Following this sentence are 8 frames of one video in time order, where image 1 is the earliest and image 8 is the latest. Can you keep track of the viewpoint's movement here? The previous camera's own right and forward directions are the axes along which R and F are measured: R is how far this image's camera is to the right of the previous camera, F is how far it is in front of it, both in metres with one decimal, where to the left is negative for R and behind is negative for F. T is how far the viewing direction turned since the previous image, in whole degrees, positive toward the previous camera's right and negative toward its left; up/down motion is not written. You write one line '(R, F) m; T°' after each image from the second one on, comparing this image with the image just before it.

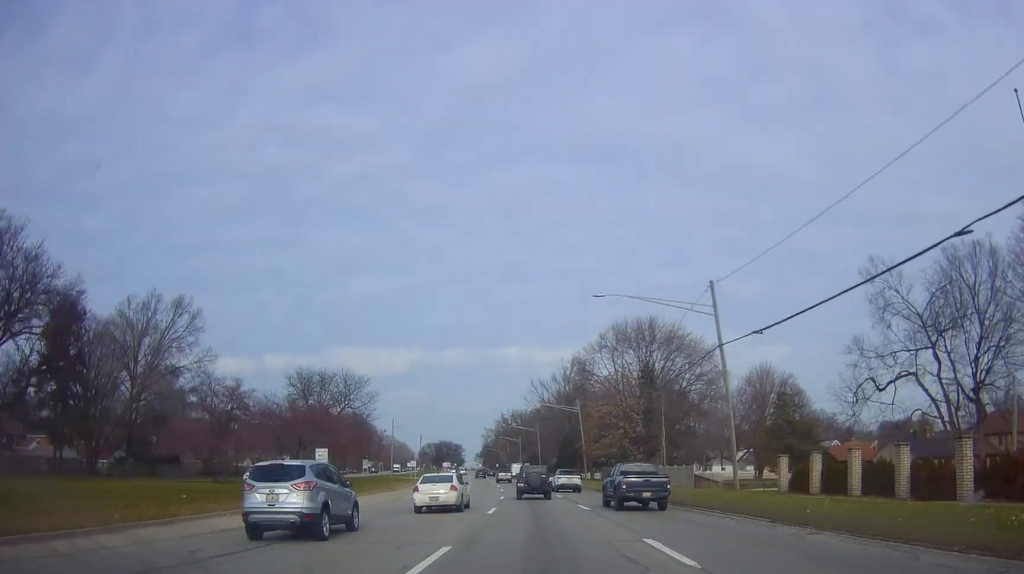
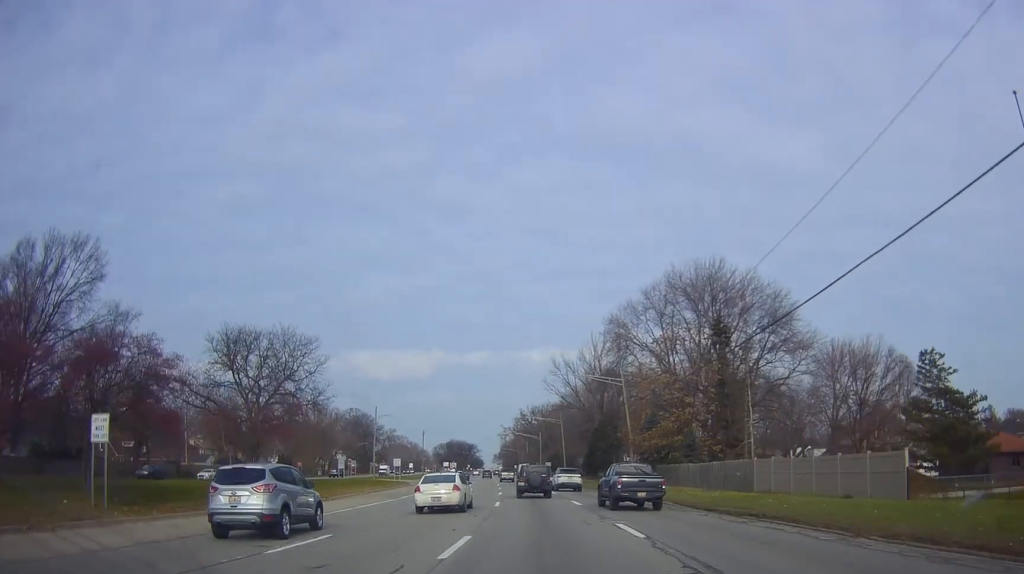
(-1.2, +26.8) m; -5°
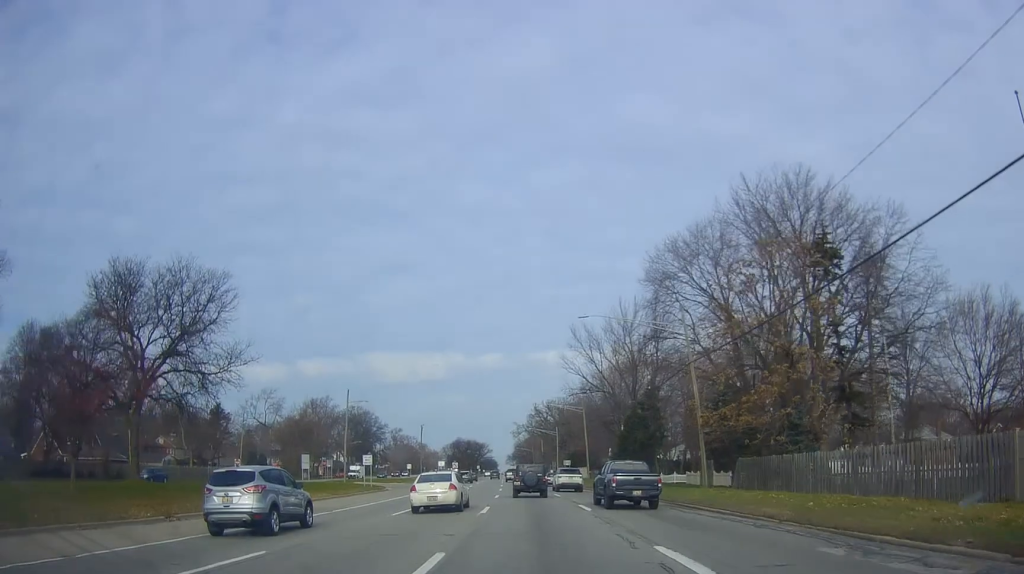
(-0.3, +20.9) m; -1°
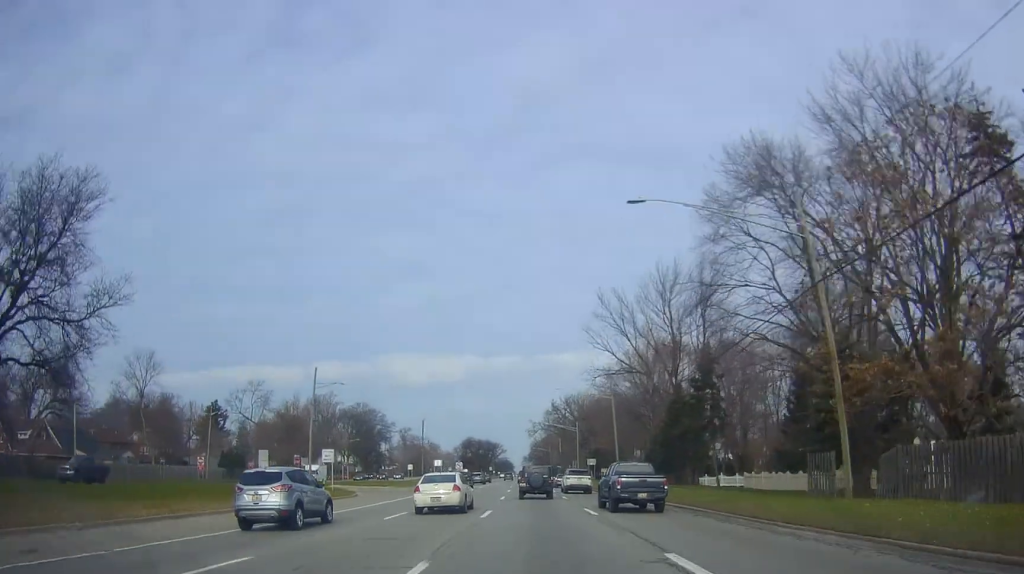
(0.0, +16.4) m; -1°
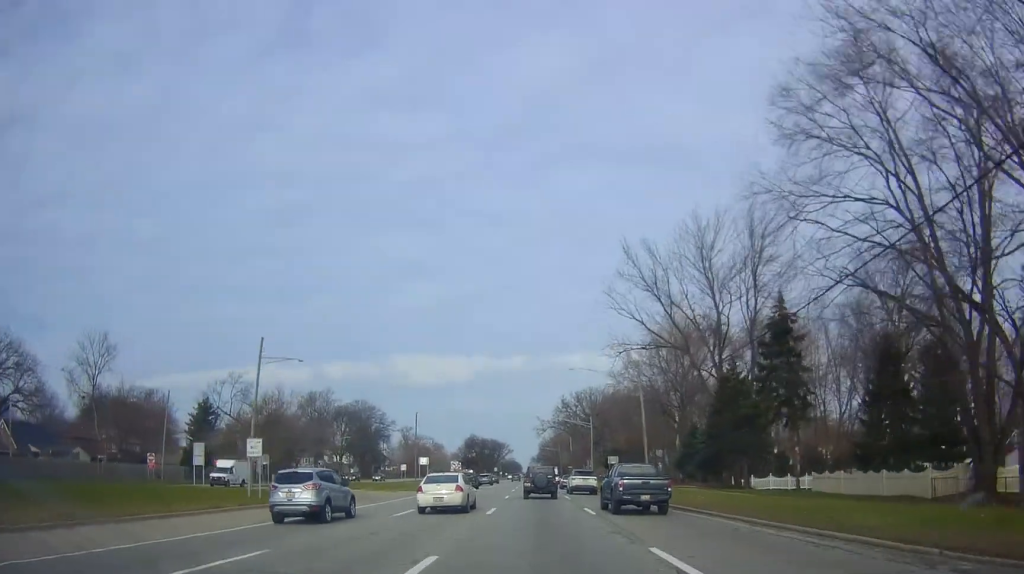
(-0.2, +14.1) m; -1°
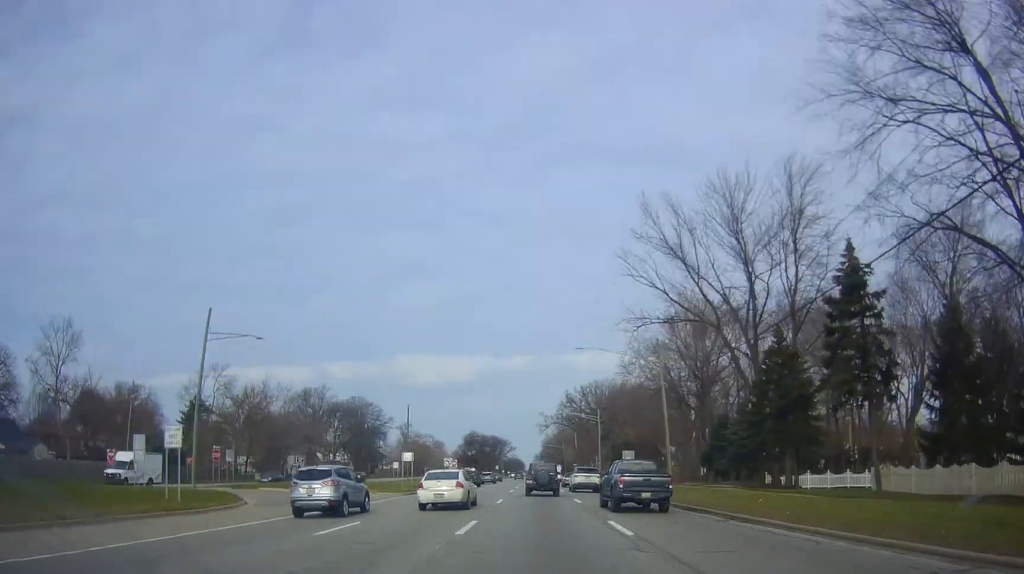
(-0.2, +8.6) m; 0°
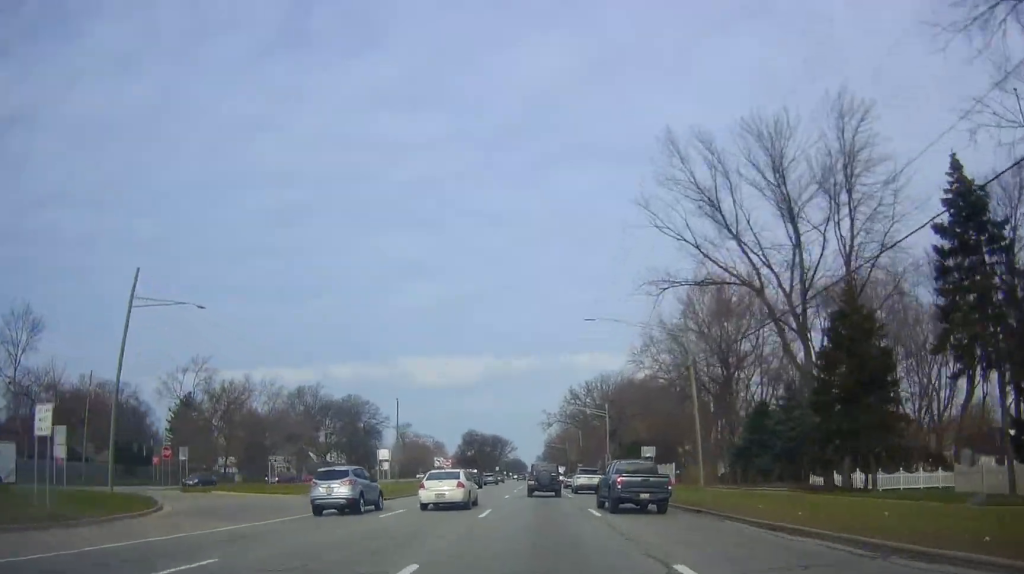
(-0.1, +8.7) m; 0°
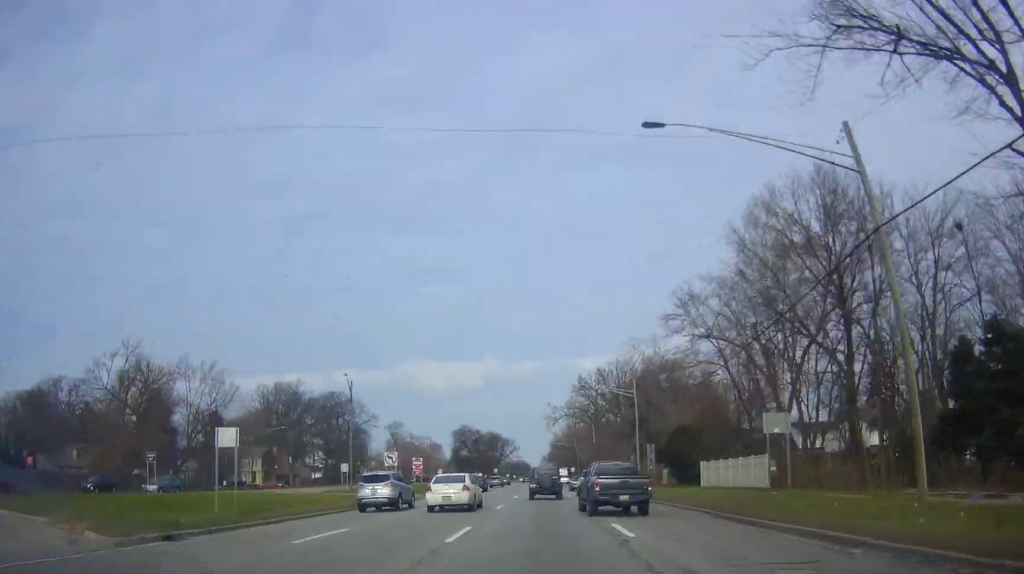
(+0.5, +23.8) m; 0°
